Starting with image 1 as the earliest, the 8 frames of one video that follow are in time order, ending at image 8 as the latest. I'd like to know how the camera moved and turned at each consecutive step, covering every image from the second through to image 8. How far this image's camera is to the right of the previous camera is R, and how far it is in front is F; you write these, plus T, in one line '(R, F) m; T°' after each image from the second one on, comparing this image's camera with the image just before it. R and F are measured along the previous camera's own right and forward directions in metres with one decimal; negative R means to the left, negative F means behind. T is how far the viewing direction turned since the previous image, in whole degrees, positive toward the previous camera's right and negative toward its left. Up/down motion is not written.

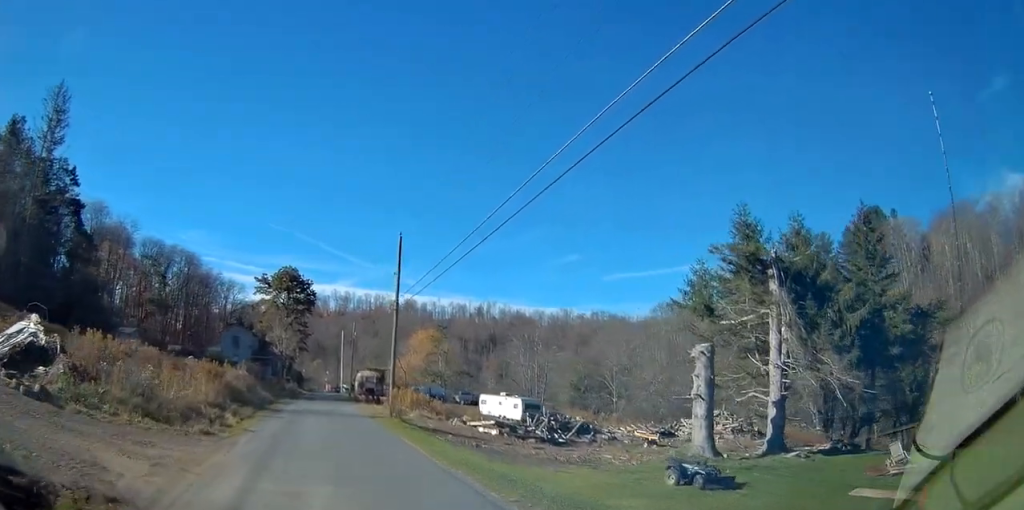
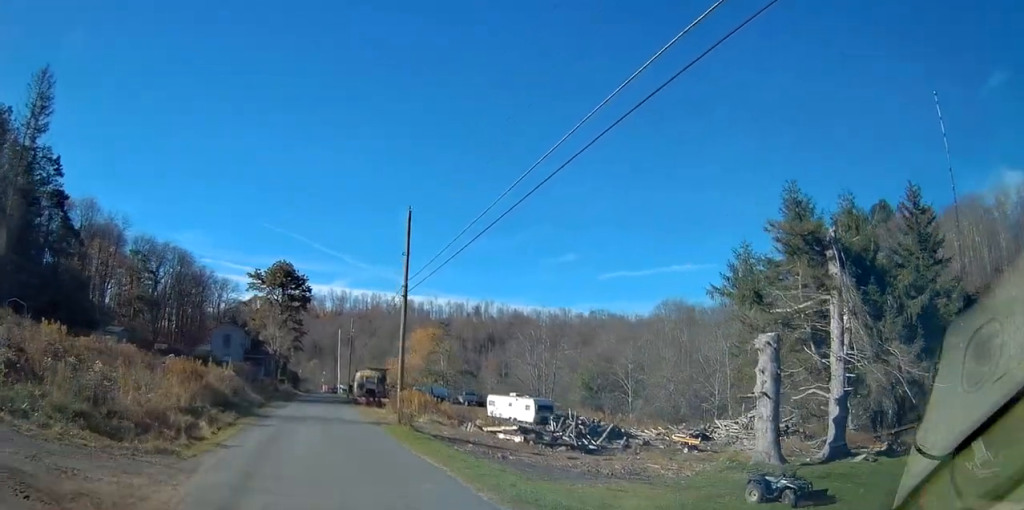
(+0.1, +4.3) m; +1°
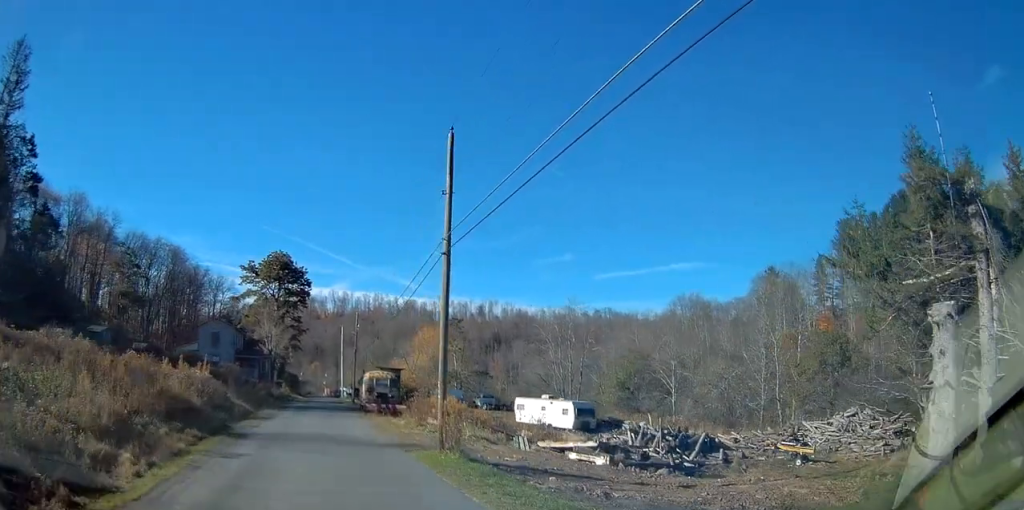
(+0.1, +8.1) m; +1°
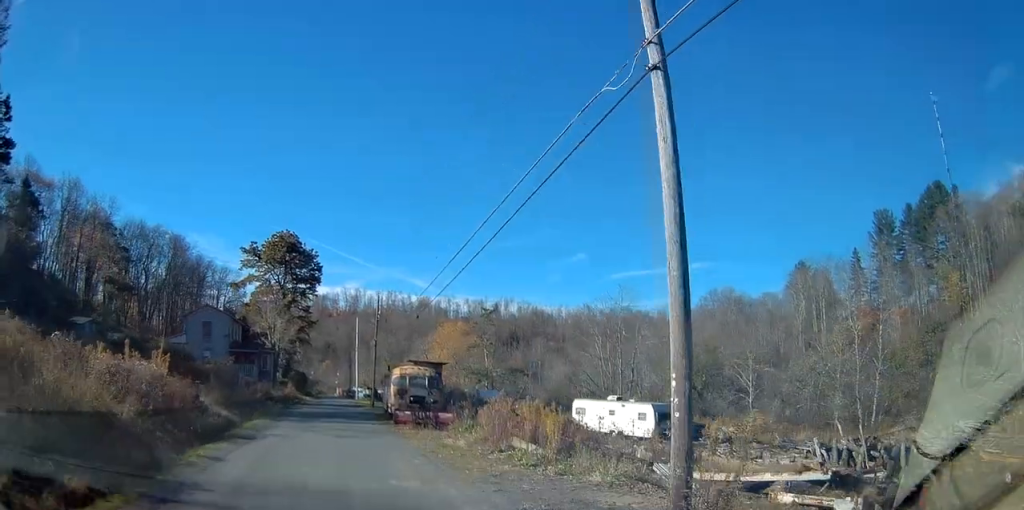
(0.0, +10.0) m; -1°
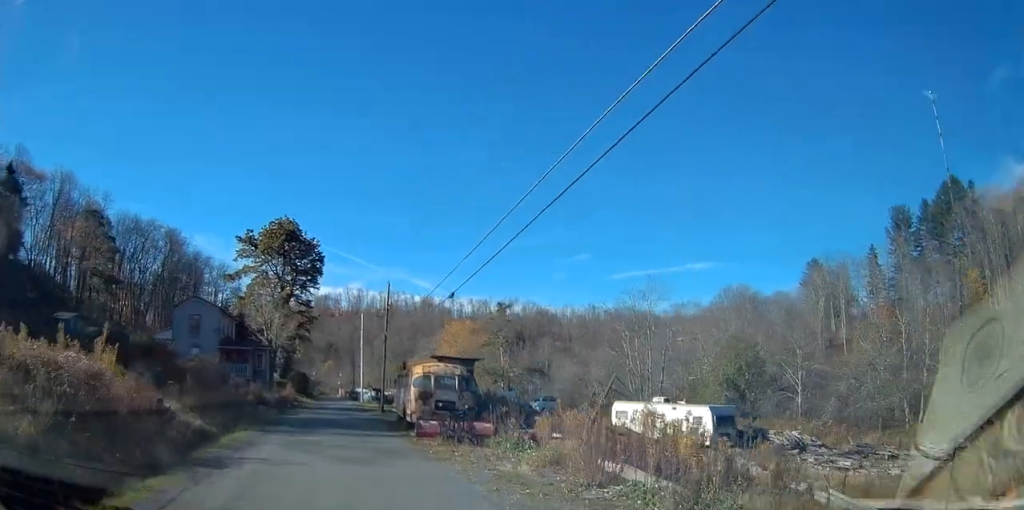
(-0.1, +5.7) m; -1°
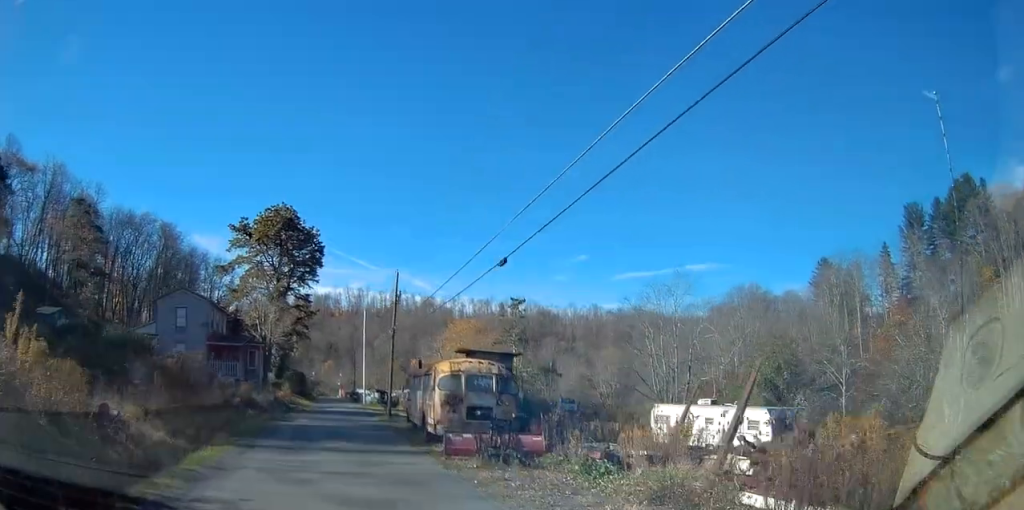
(0.0, +4.8) m; 0°
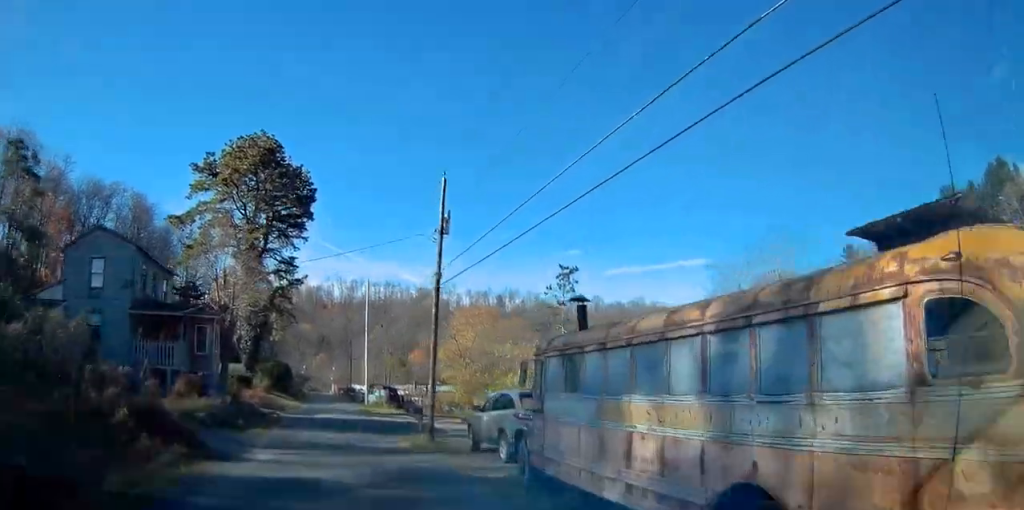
(0.0, +15.4) m; +1°
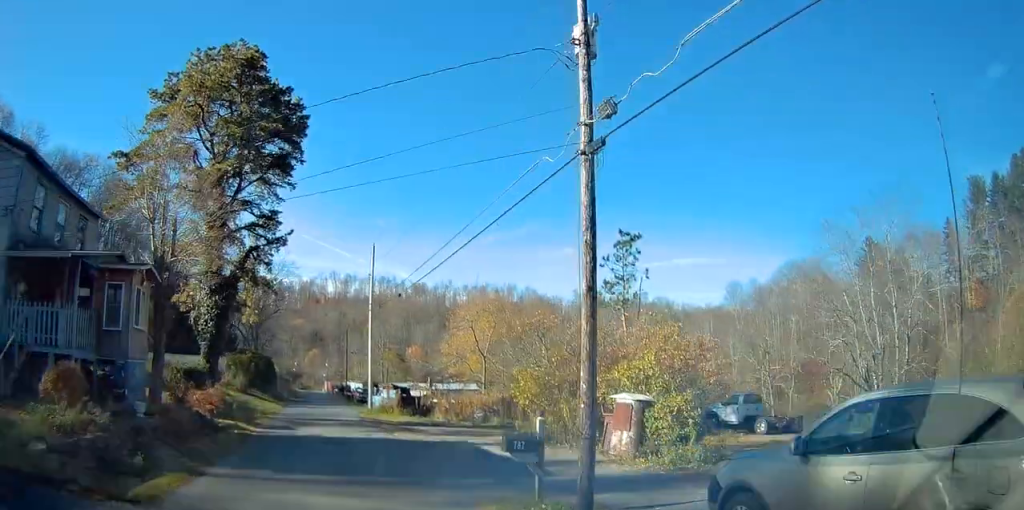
(+0.2, +11.4) m; 0°
